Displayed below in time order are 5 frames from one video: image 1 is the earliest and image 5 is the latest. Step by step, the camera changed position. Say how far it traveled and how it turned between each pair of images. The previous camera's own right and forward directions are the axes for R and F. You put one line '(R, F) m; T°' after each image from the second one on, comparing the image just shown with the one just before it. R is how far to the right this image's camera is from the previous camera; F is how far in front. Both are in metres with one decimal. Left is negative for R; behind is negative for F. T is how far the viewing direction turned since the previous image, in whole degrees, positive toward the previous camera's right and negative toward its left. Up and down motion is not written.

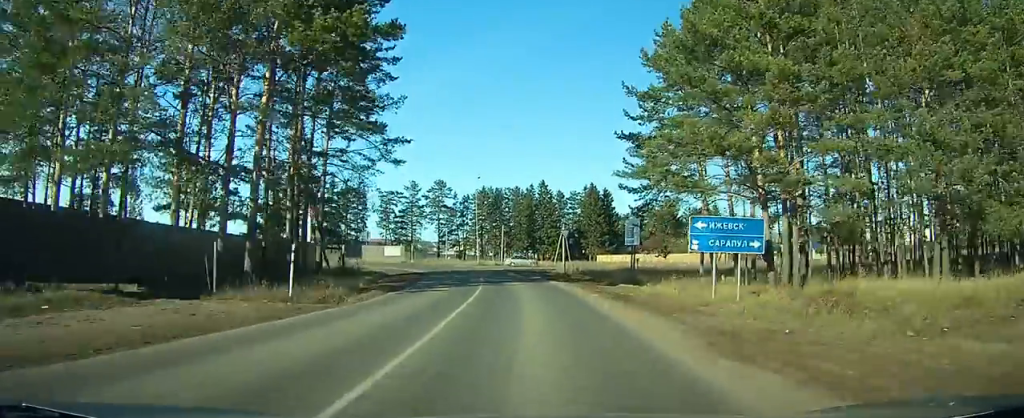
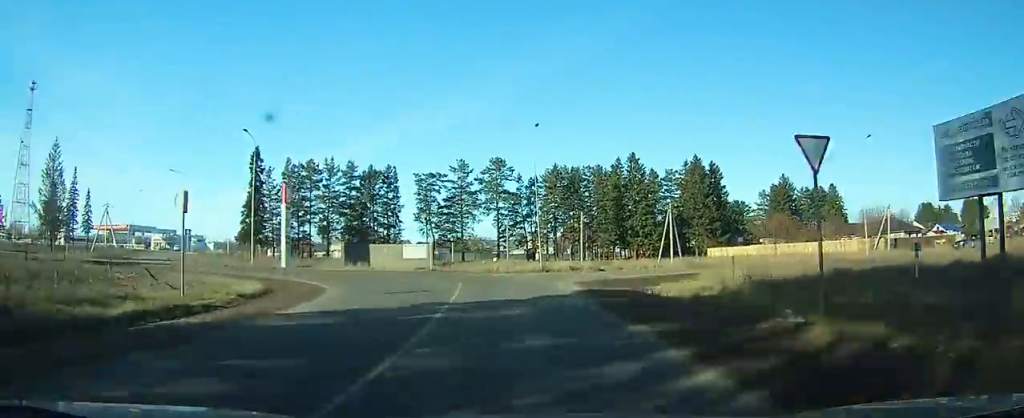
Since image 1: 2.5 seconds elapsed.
(-1.0, +33.6) m; -4°
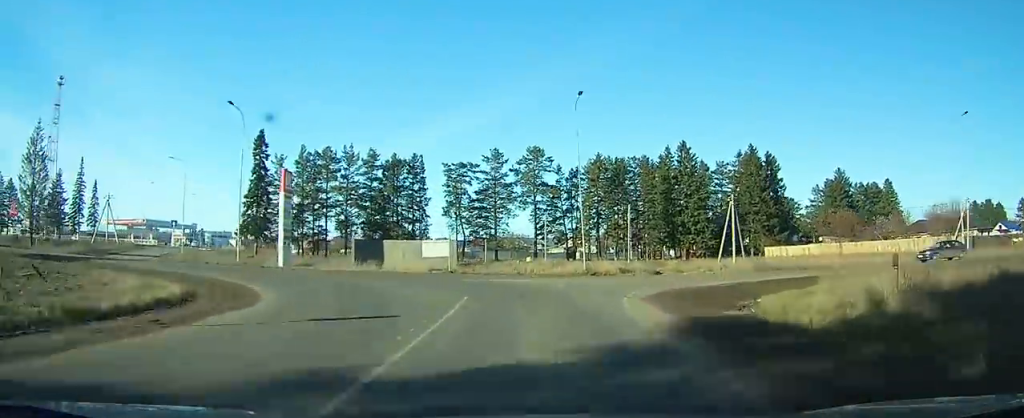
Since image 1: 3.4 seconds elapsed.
(-0.3, +10.6) m; -2°
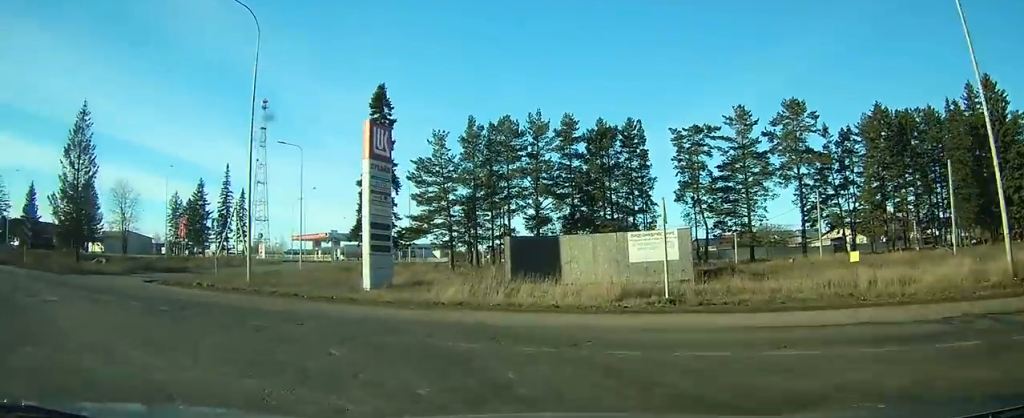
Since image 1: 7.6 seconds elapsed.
(-3.8, +36.6) m; -25°
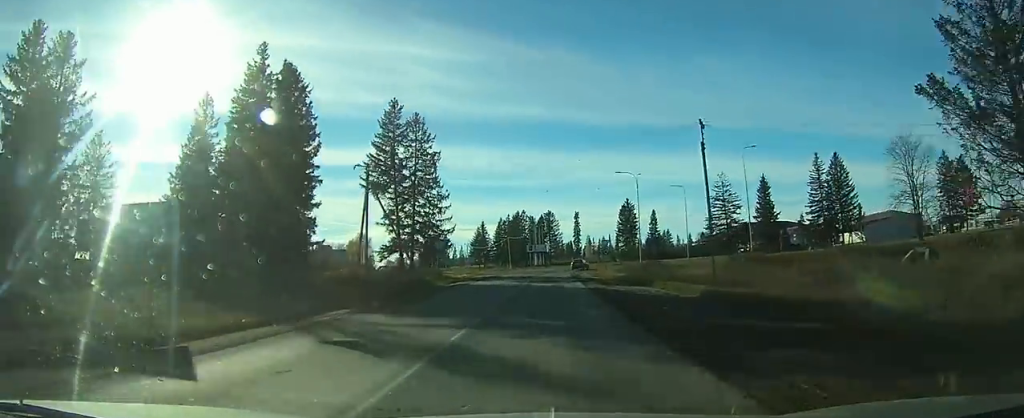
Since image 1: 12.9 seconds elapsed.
(-23.6, +24.9) m; -70°
